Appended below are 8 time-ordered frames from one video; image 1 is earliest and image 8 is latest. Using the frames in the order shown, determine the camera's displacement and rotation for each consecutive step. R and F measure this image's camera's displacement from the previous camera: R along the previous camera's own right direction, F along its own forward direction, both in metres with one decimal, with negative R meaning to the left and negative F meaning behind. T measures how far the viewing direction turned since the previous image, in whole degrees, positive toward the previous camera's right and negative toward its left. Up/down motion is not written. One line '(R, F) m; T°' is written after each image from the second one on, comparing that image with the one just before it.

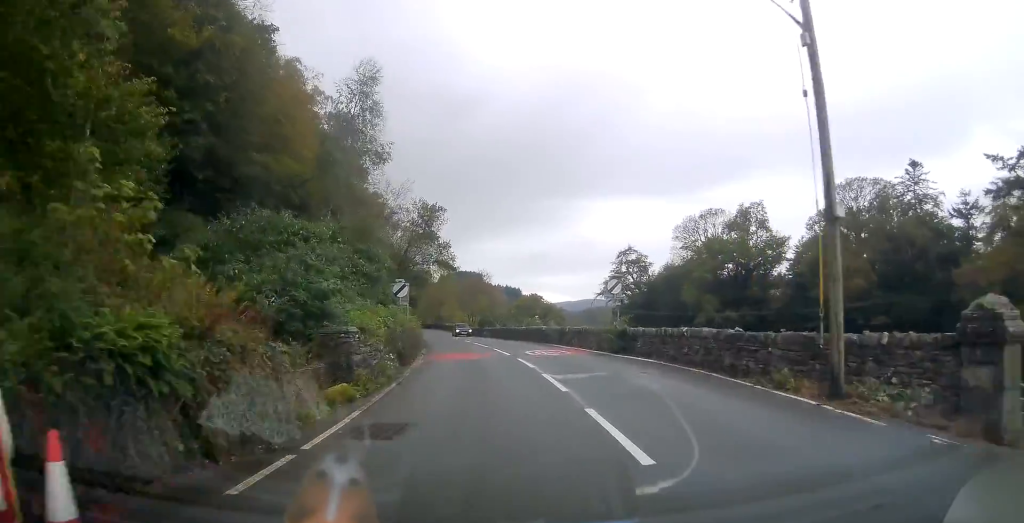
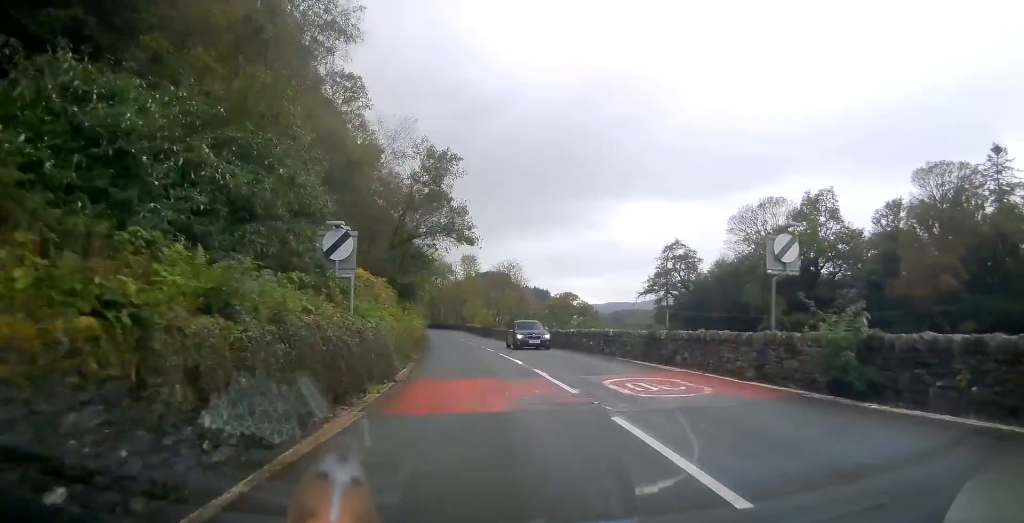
(0.0, +14.4) m; 0°
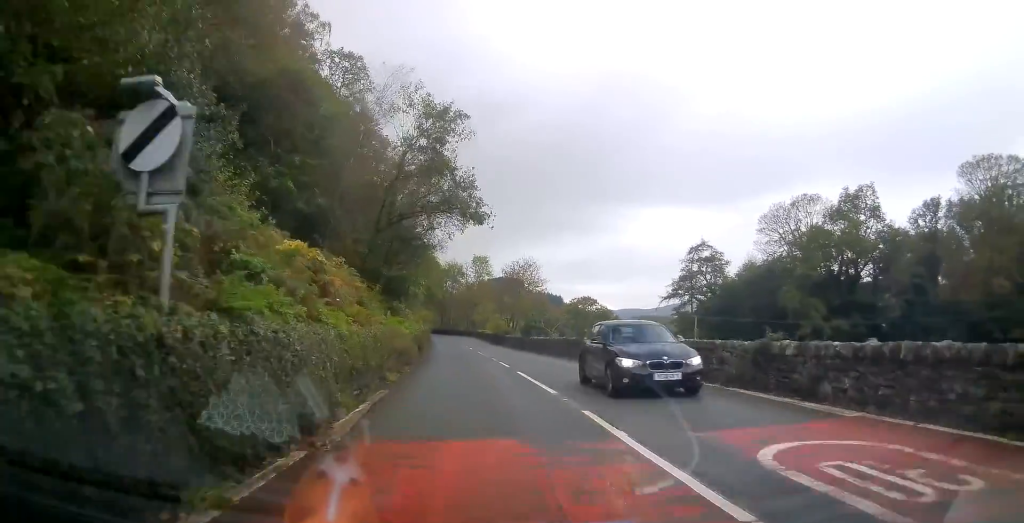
(+0.1, +7.4) m; -1°
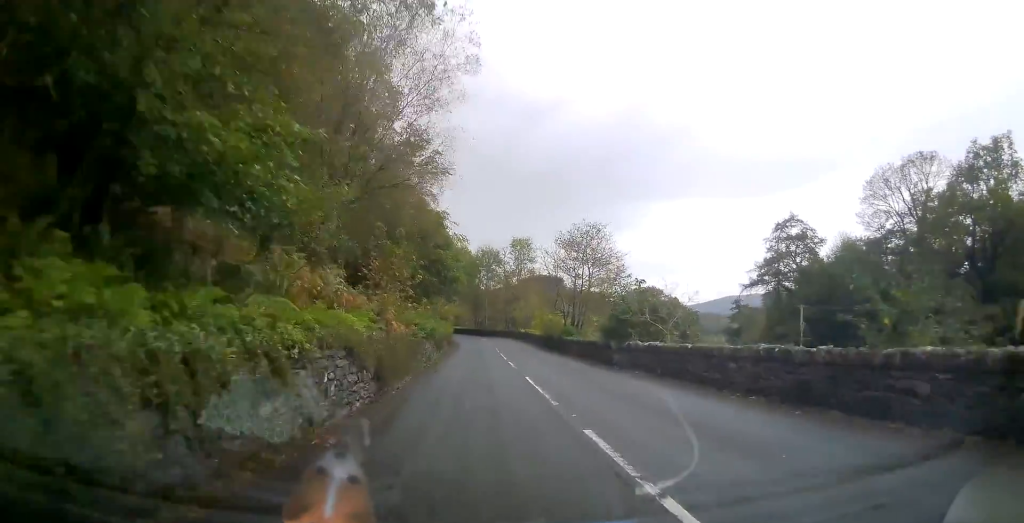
(-1.0, +20.2) m; -5°
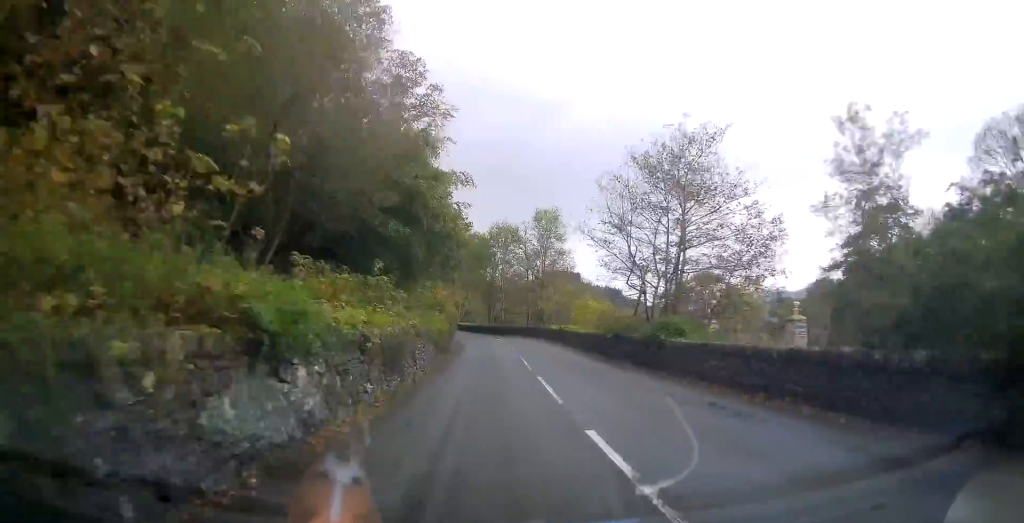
(-0.5, +18.1) m; -2°
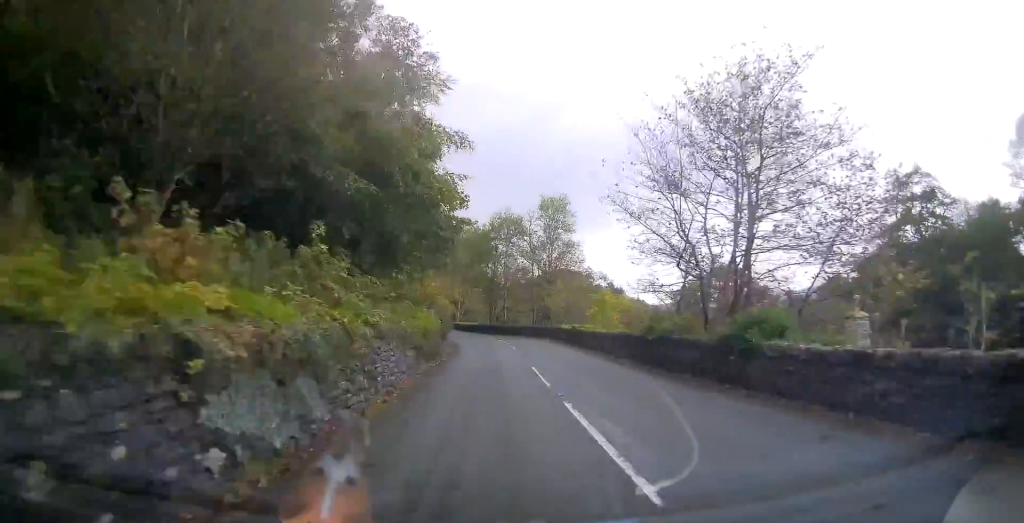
(0.0, +6.3) m; 0°
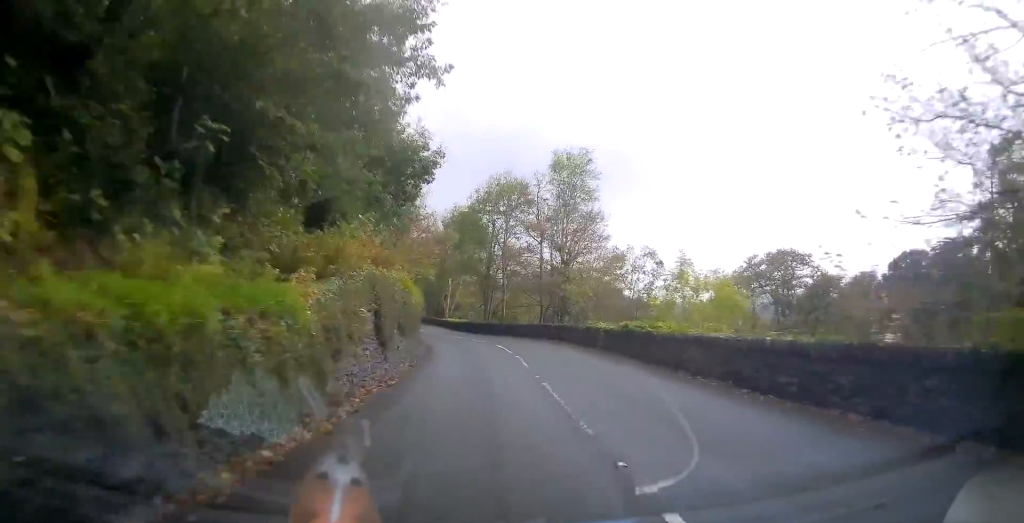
(-0.1, +15.4) m; -2°
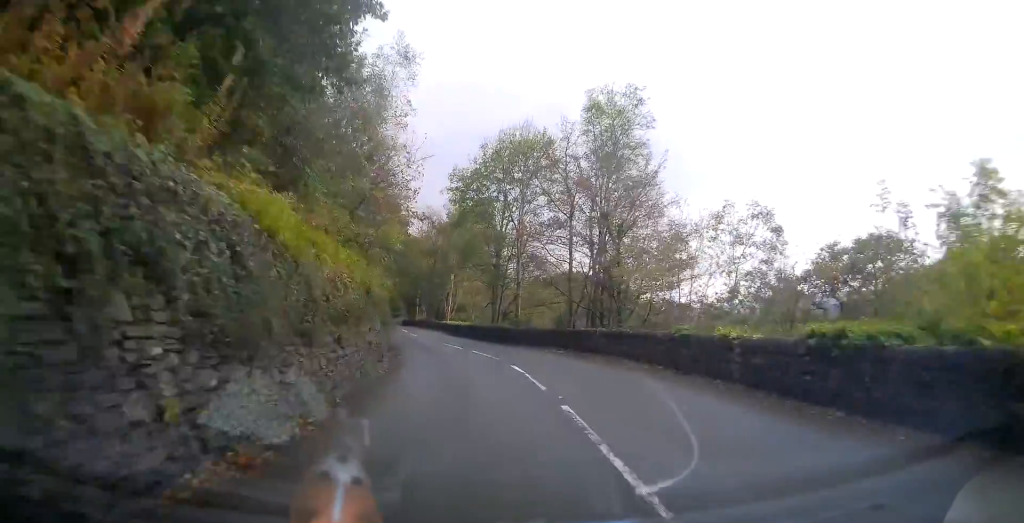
(-0.3, +13.4) m; -2°
